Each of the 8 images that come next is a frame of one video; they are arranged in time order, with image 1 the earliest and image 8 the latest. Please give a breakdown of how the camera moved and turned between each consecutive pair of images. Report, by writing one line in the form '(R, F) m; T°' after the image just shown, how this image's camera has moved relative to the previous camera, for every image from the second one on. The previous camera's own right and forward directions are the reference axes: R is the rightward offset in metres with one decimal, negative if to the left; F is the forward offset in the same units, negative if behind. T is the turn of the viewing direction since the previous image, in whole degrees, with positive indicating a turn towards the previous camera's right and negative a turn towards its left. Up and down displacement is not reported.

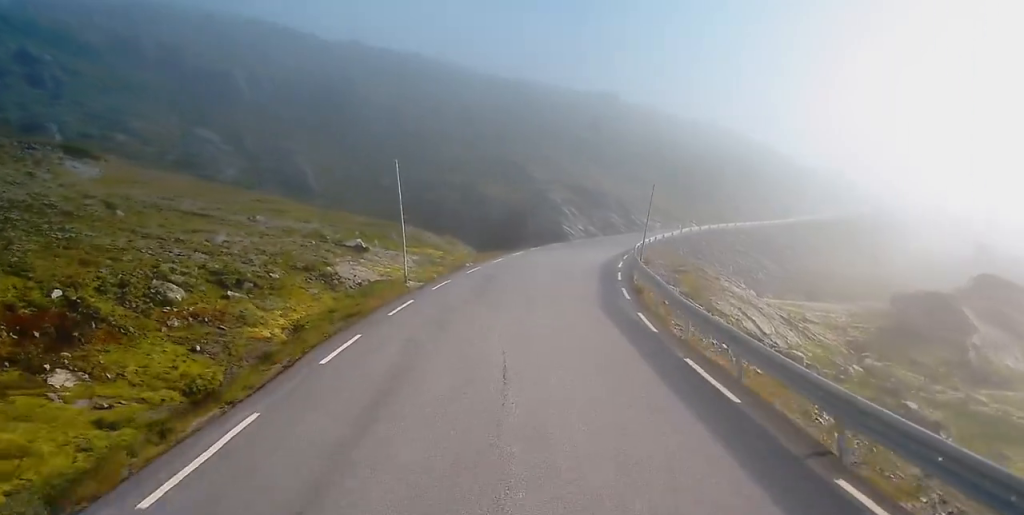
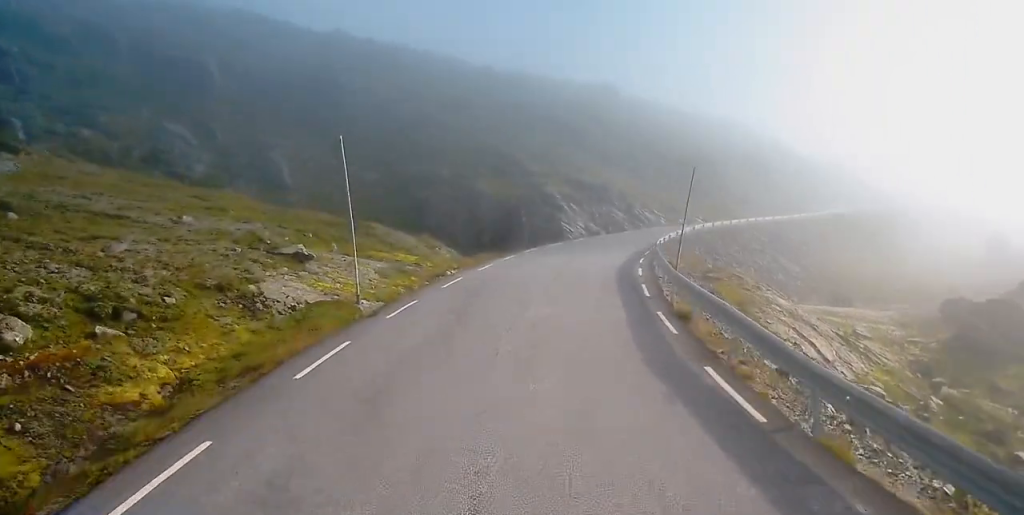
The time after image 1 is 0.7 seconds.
(0.0, +7.2) m; 0°
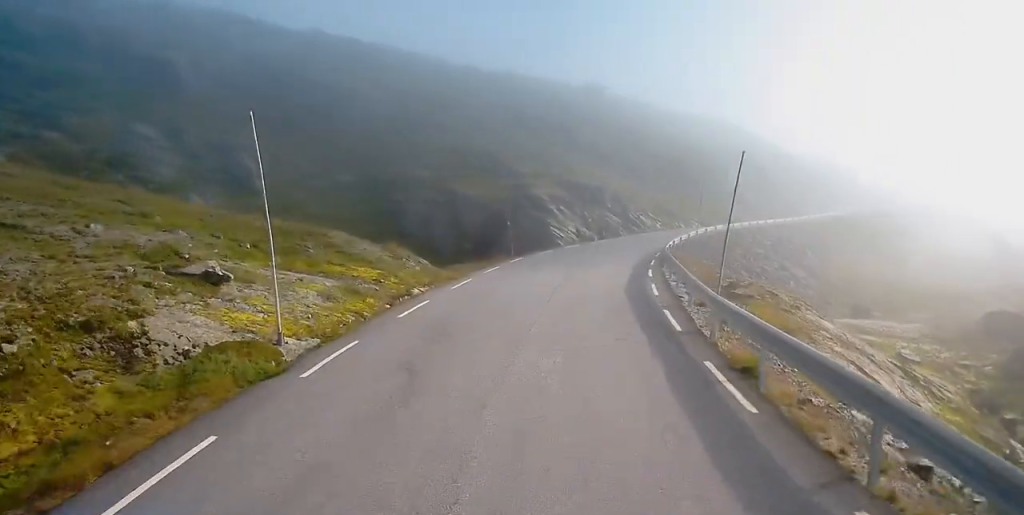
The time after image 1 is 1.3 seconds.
(0.0, +5.6) m; +1°
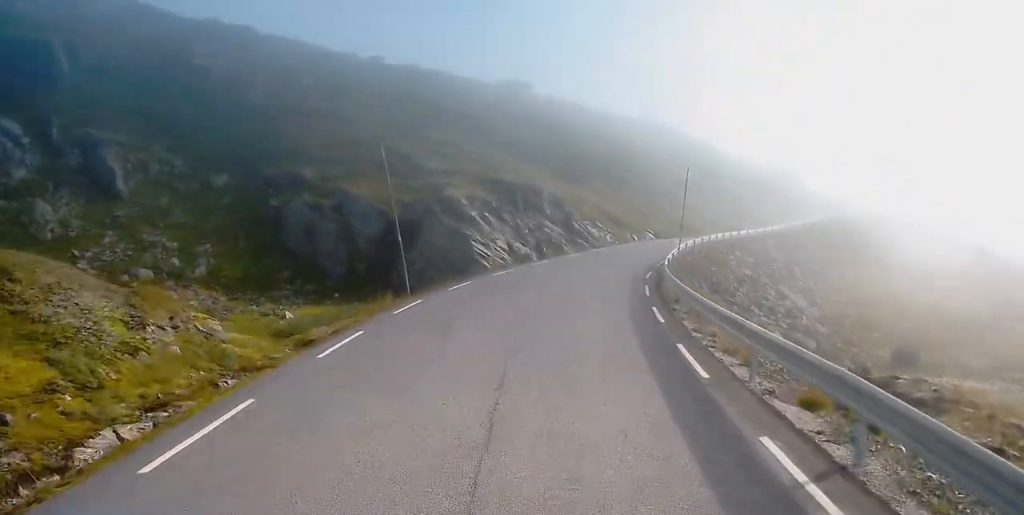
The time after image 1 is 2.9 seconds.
(+0.3, +16.0) m; +3°
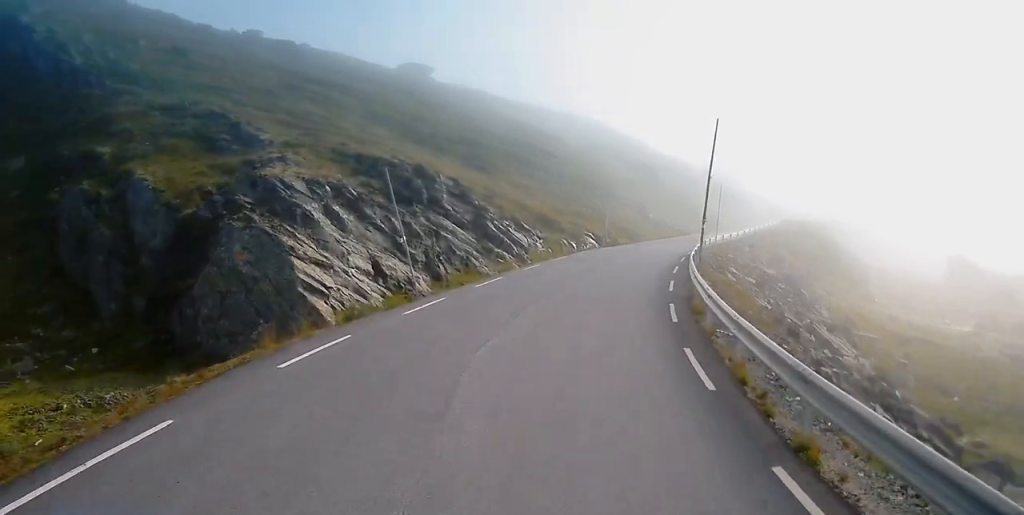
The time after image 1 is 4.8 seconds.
(+1.7, +18.9) m; +8°
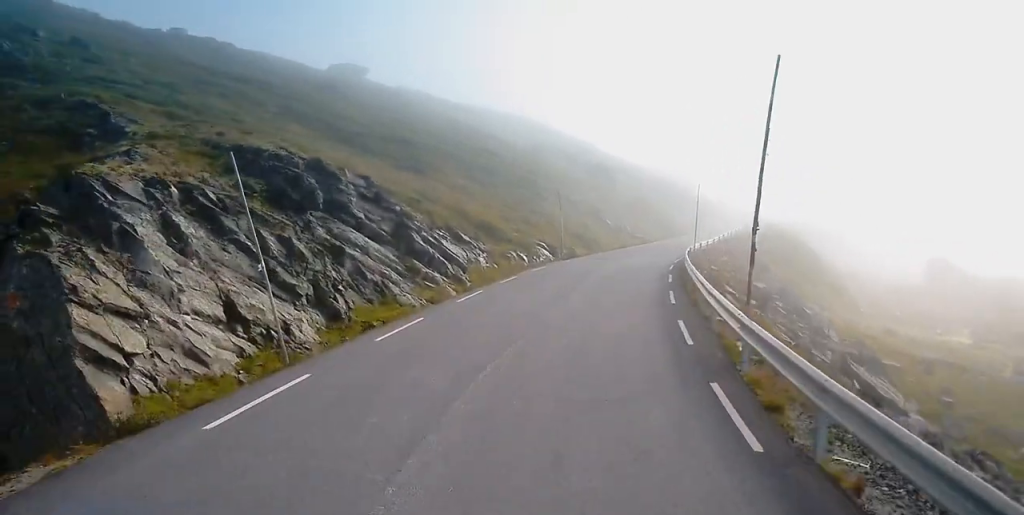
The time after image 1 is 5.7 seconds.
(-0.2, +8.6) m; +3°
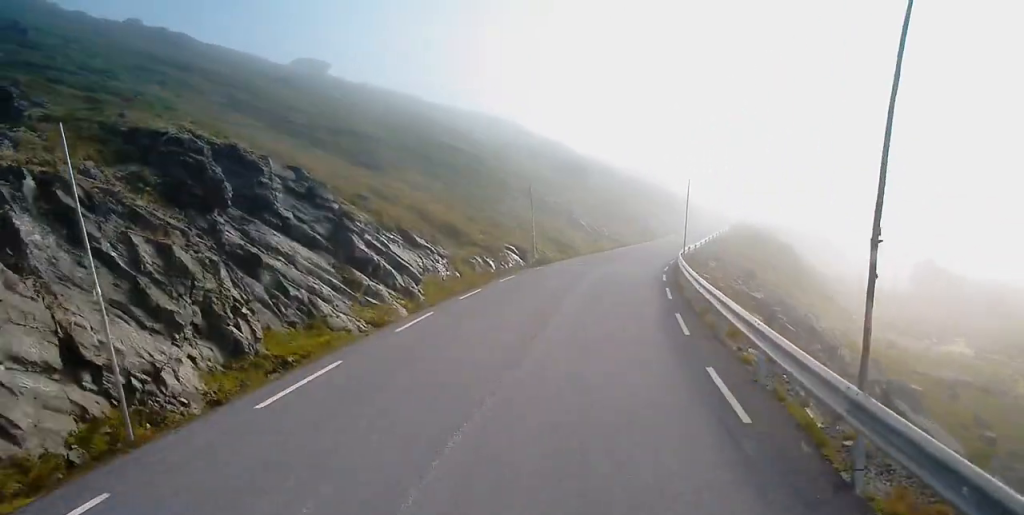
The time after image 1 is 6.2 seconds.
(+0.5, +5.1) m; +3°
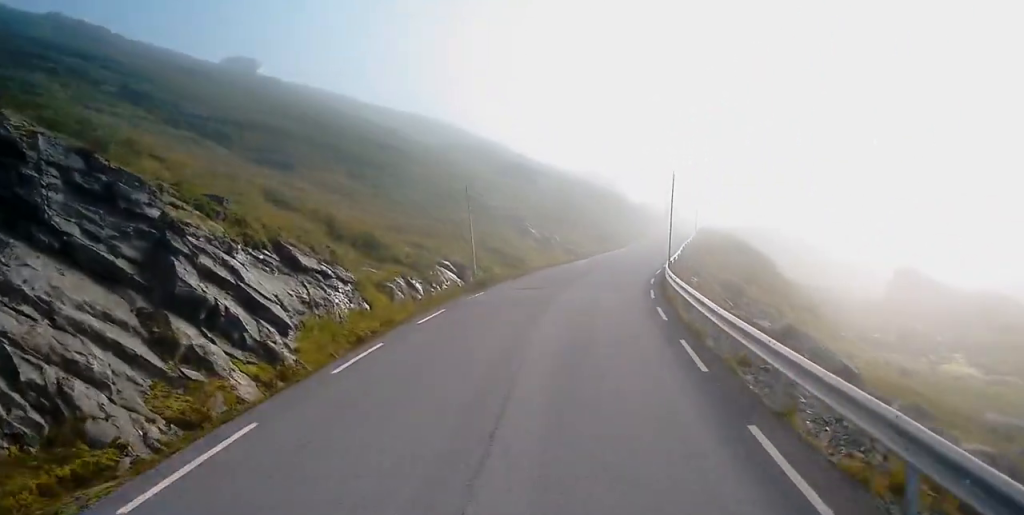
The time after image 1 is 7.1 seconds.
(+0.3, +9.1) m; +2°
